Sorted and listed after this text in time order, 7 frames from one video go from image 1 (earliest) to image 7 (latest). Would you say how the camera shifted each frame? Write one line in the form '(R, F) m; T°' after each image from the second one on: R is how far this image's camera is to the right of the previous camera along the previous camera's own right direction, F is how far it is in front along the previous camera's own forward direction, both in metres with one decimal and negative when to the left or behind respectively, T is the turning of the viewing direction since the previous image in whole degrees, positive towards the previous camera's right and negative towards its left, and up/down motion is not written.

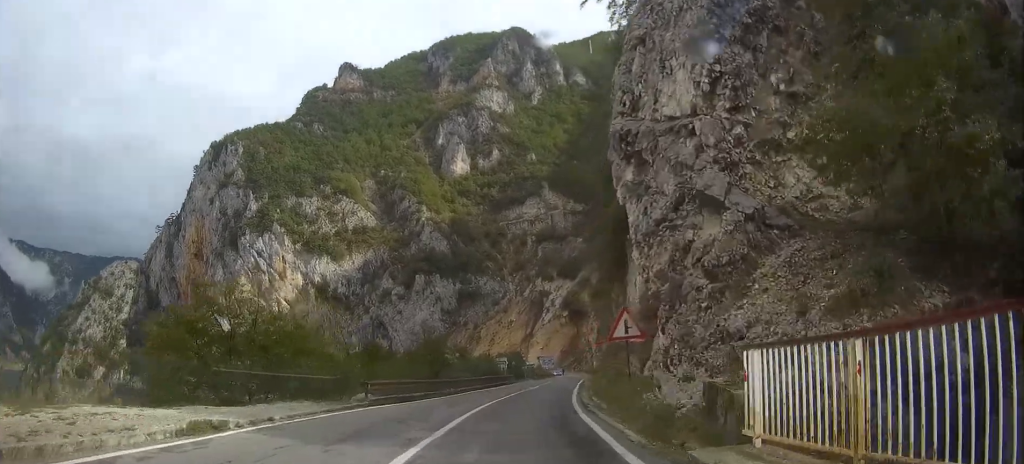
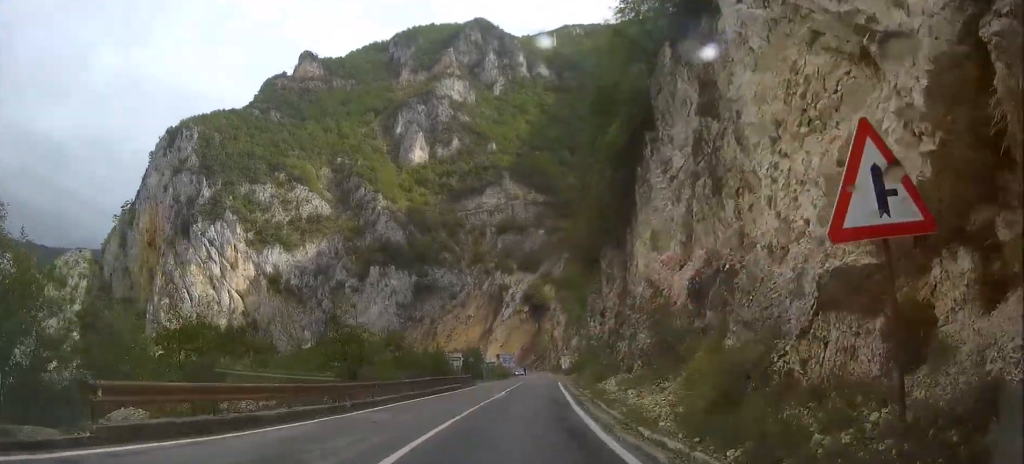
(+0.2, +15.8) m; +3°
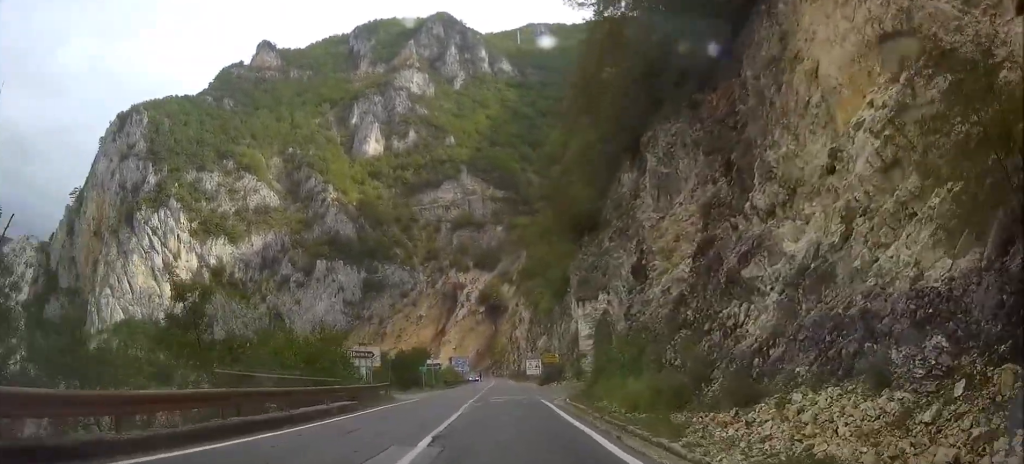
(+1.2, +24.6) m; +3°
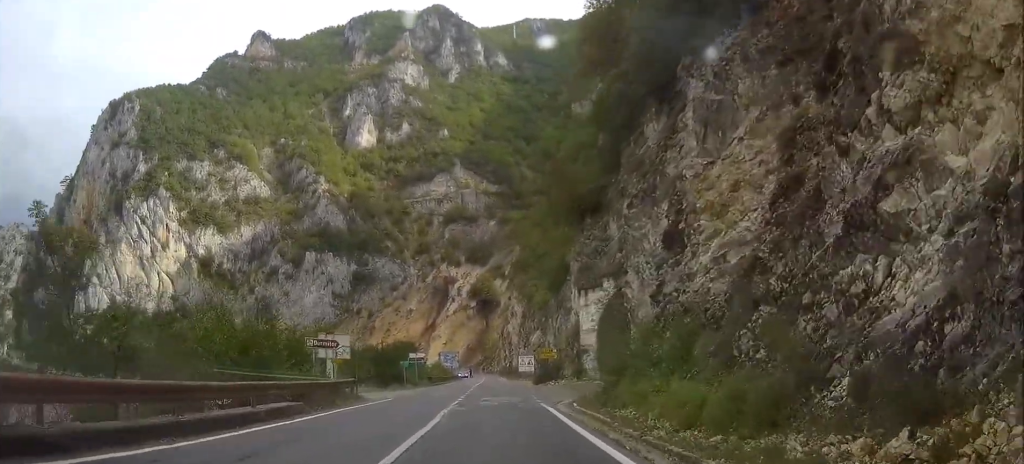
(0.0, +6.1) m; 0°
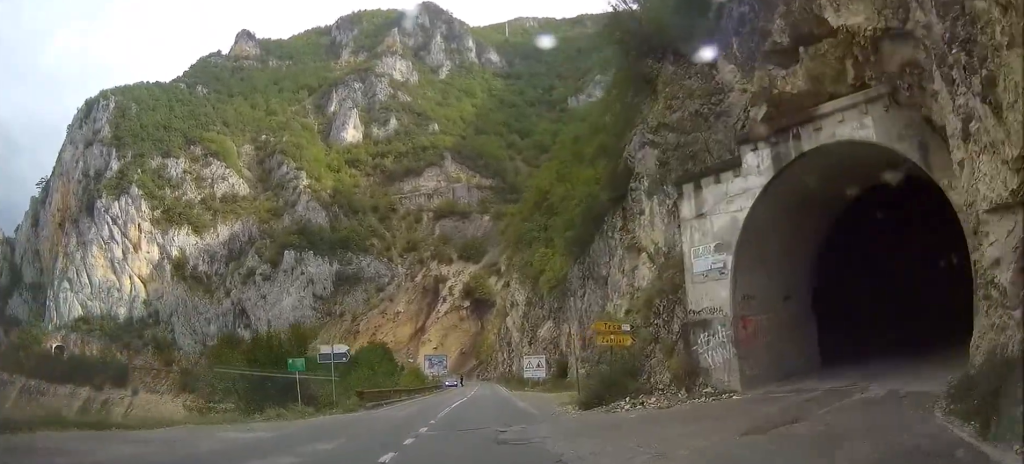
(+0.3, +27.0) m; +1°
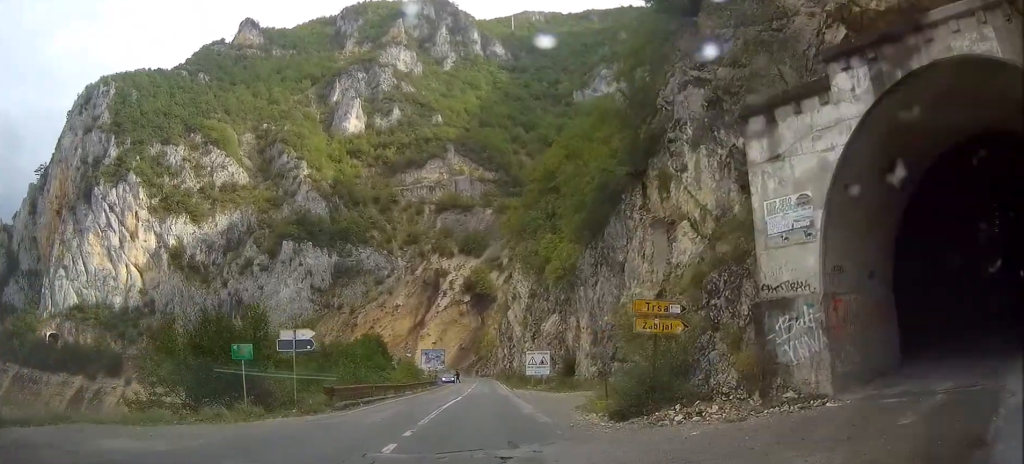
(0.0, +5.3) m; 0°
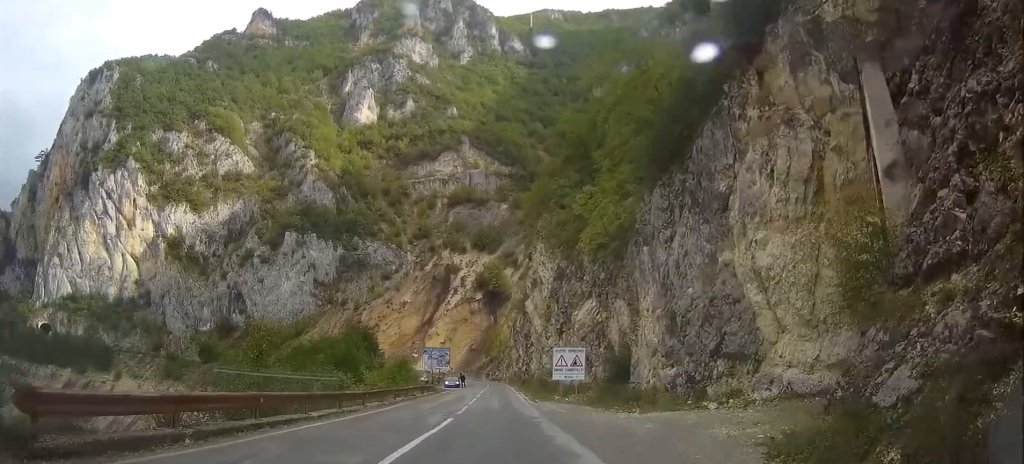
(-0.1, +17.0) m; -1°
